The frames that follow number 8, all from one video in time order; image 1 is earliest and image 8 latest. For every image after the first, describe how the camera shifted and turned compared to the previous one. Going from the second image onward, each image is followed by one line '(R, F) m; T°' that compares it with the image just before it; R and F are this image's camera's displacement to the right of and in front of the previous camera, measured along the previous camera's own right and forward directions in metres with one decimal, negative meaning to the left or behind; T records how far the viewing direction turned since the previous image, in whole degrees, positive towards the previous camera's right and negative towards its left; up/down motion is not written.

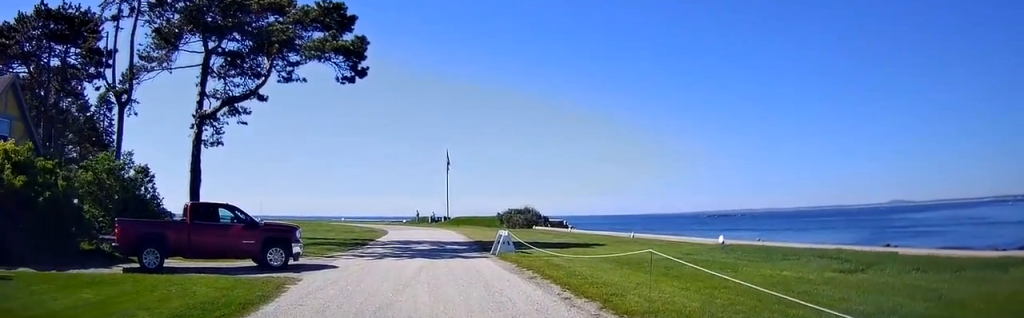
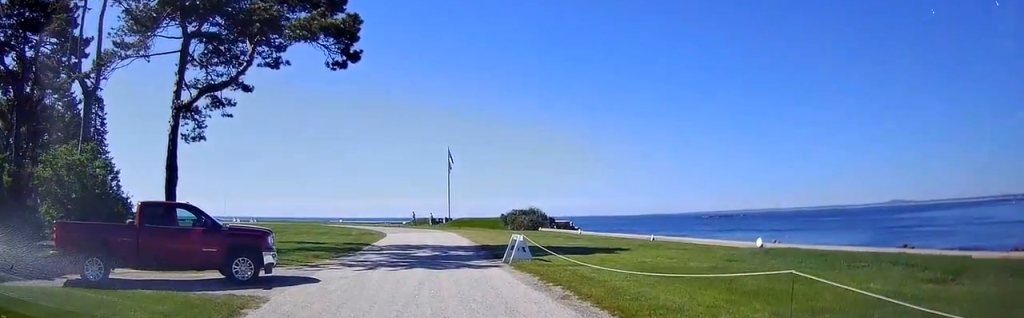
(0.0, +3.2) m; -1°
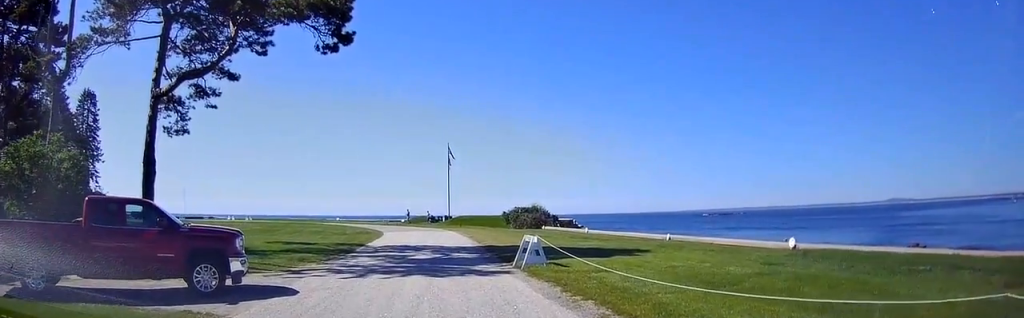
(-0.1, +2.3) m; +1°
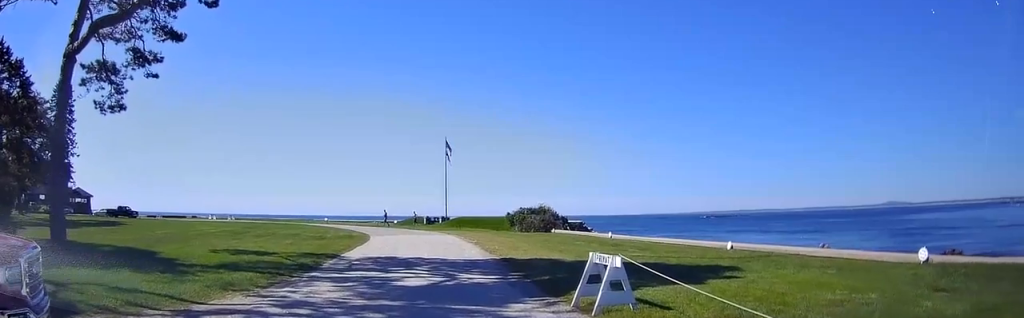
(+0.2, +7.0) m; +5°
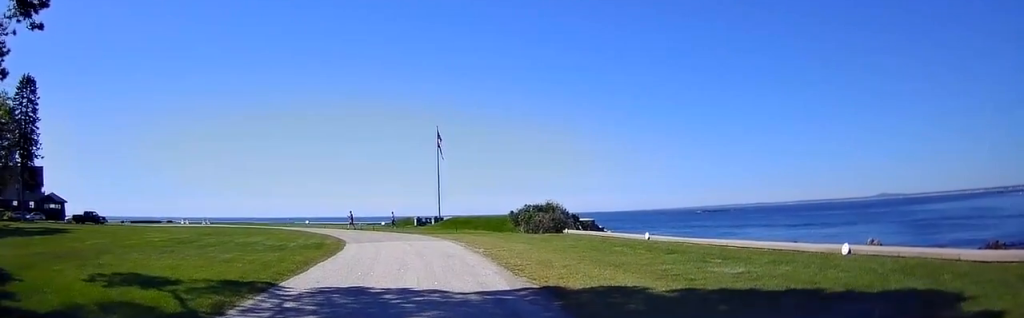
(+0.2, +7.9) m; +3°
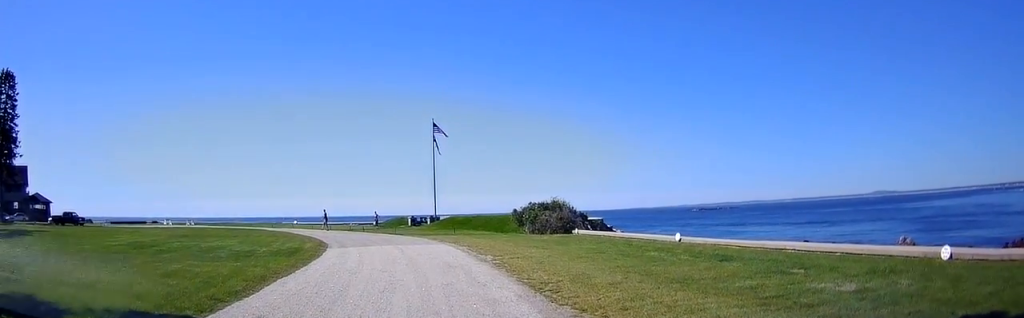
(0.0, +4.4) m; -3°
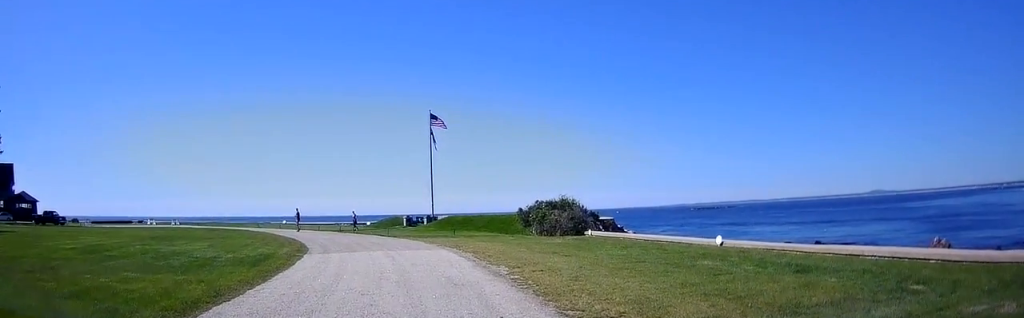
(-0.3, +4.0) m; -2°
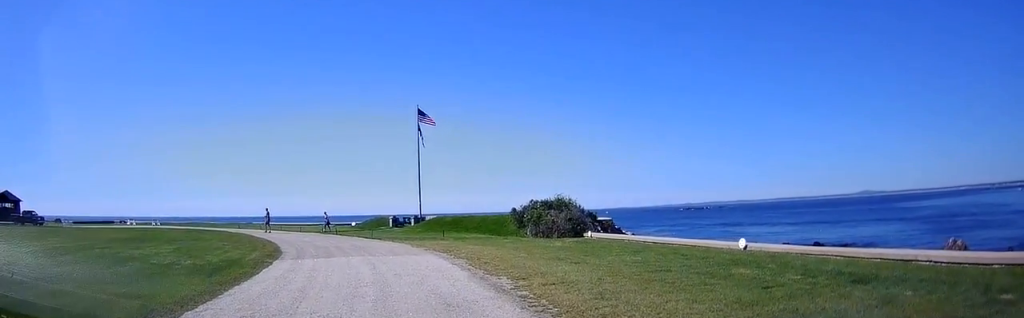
(0.0, +2.7) m; +1°
